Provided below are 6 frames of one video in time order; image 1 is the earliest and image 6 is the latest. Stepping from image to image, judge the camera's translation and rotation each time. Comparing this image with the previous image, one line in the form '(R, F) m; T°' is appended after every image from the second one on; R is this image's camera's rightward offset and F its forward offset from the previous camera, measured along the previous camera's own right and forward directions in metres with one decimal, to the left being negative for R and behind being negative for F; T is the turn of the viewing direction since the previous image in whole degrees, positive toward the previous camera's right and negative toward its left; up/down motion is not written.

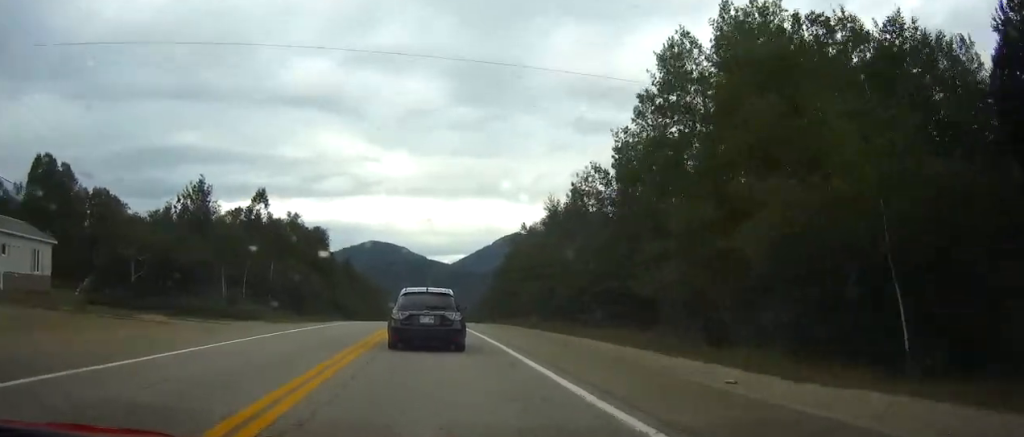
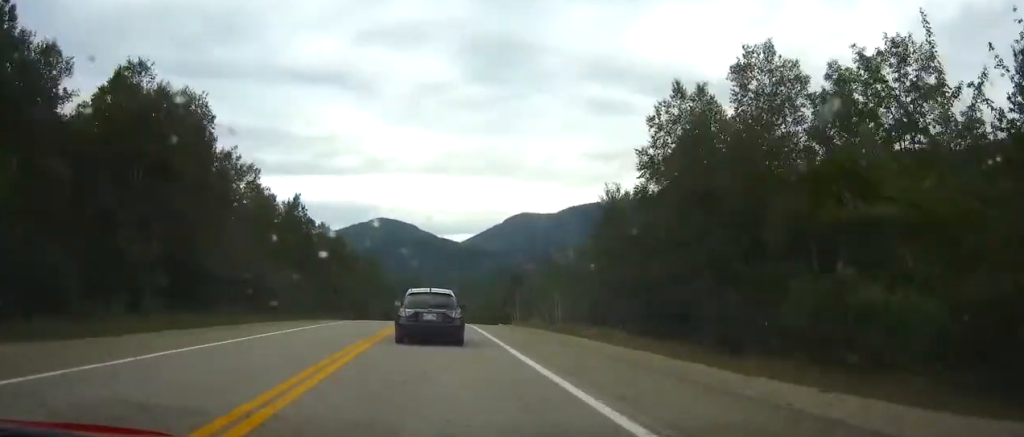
(-0.4, +53.5) m; 0°
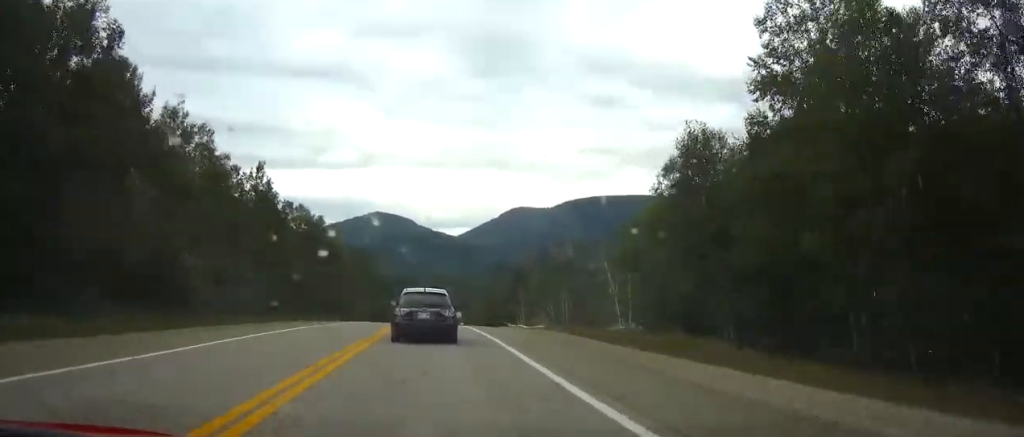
(0.0, +13.5) m; 0°
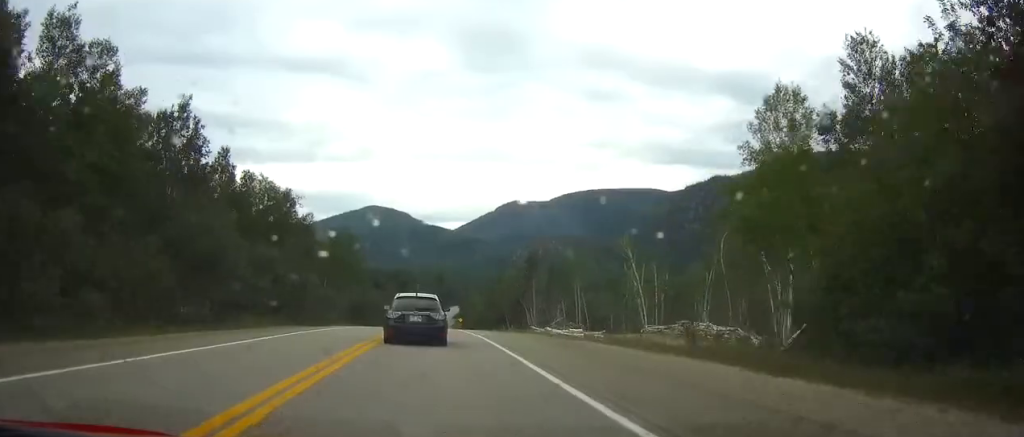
(0.0, +17.4) m; 0°
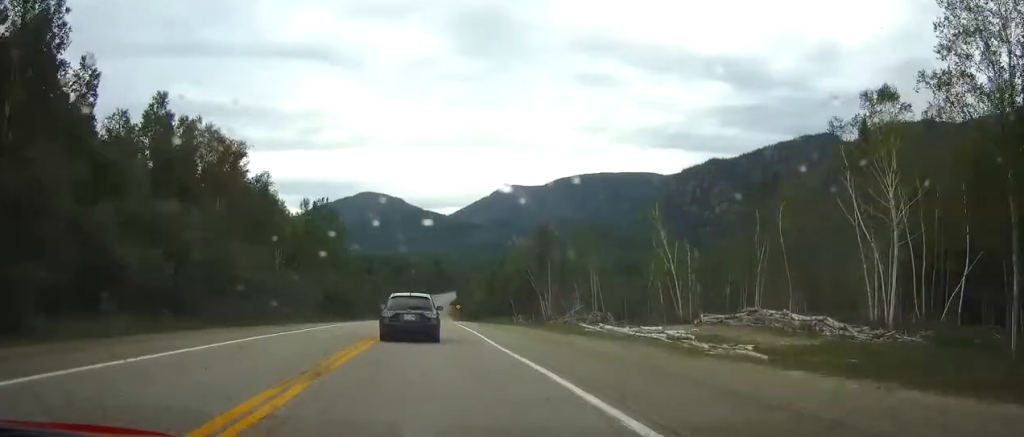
(+0.1, +16.8) m; 0°
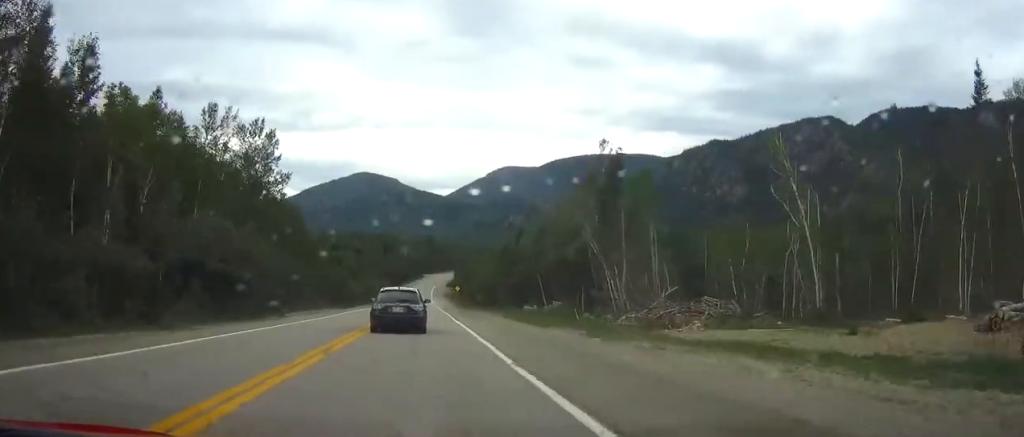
(0.0, +35.5) m; 0°
